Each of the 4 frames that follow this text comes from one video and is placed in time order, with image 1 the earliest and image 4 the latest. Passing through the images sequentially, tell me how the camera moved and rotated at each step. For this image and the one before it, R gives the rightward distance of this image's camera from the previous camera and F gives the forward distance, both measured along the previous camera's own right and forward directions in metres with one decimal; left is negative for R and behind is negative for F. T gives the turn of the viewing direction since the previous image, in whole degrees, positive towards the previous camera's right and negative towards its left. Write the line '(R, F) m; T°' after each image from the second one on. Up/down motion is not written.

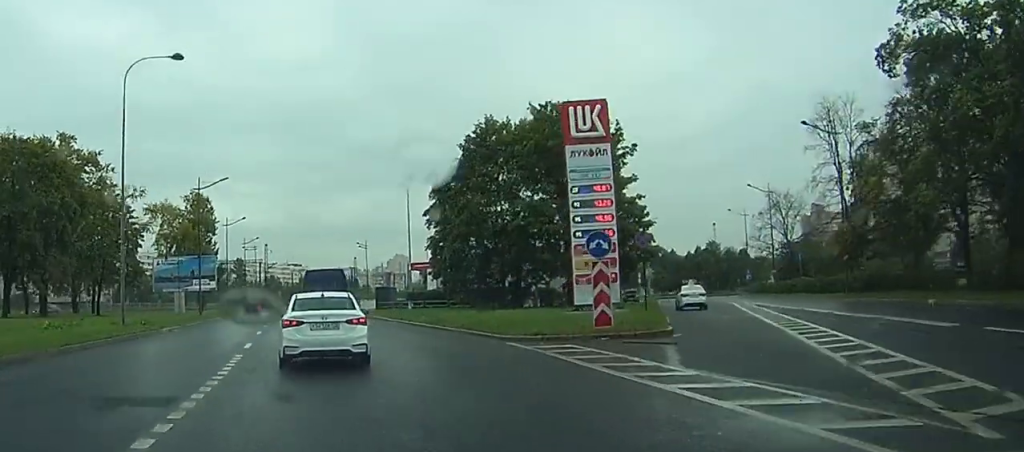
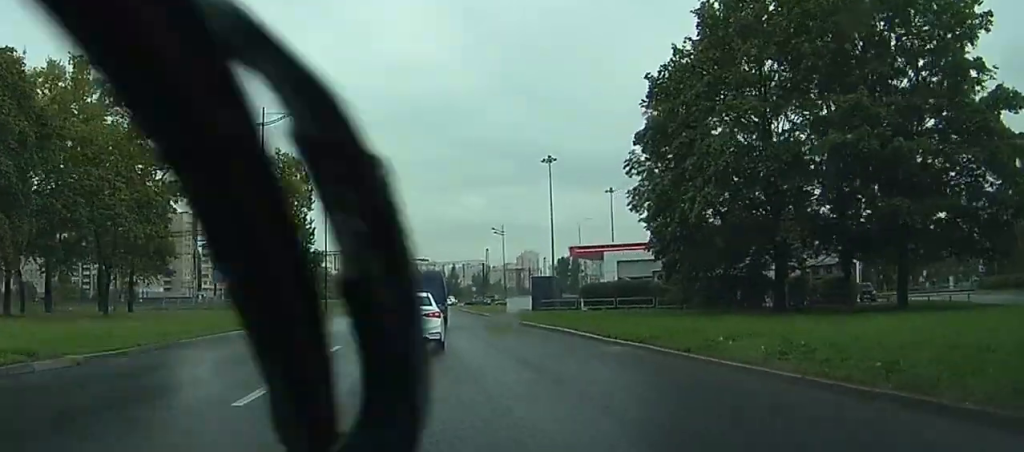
(-2.2, +27.4) m; -11°
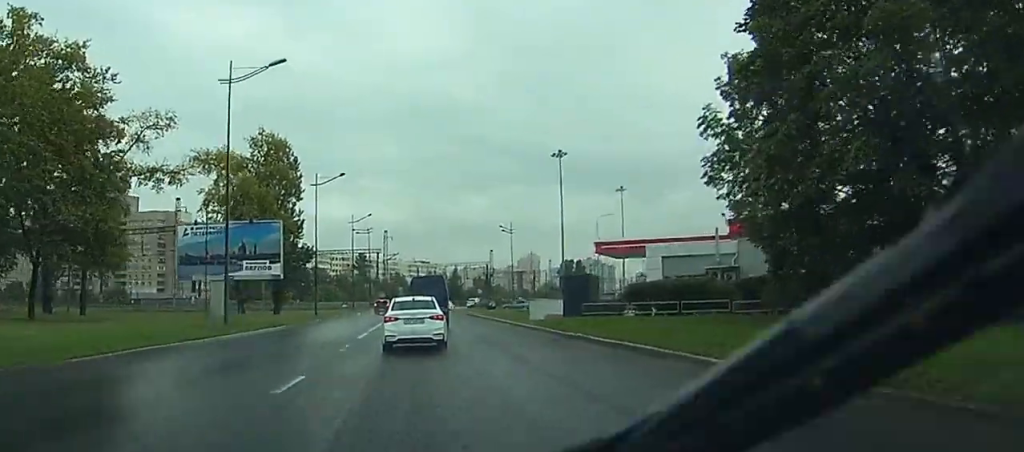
(-0.3, +9.7) m; -2°
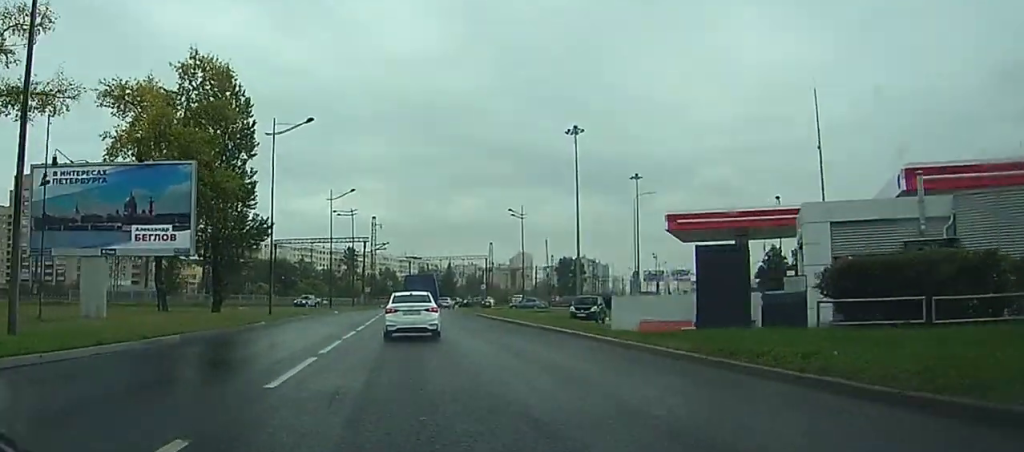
(0.0, +19.5) m; +5°
